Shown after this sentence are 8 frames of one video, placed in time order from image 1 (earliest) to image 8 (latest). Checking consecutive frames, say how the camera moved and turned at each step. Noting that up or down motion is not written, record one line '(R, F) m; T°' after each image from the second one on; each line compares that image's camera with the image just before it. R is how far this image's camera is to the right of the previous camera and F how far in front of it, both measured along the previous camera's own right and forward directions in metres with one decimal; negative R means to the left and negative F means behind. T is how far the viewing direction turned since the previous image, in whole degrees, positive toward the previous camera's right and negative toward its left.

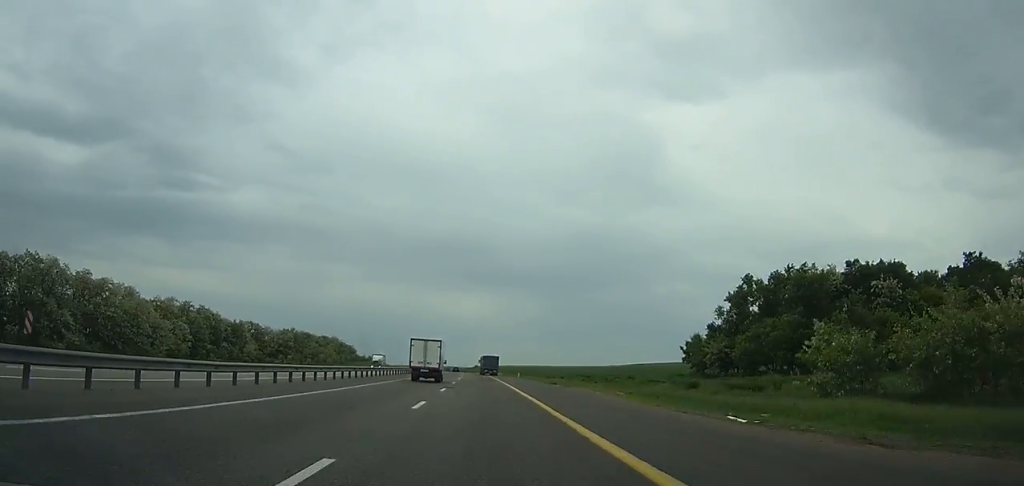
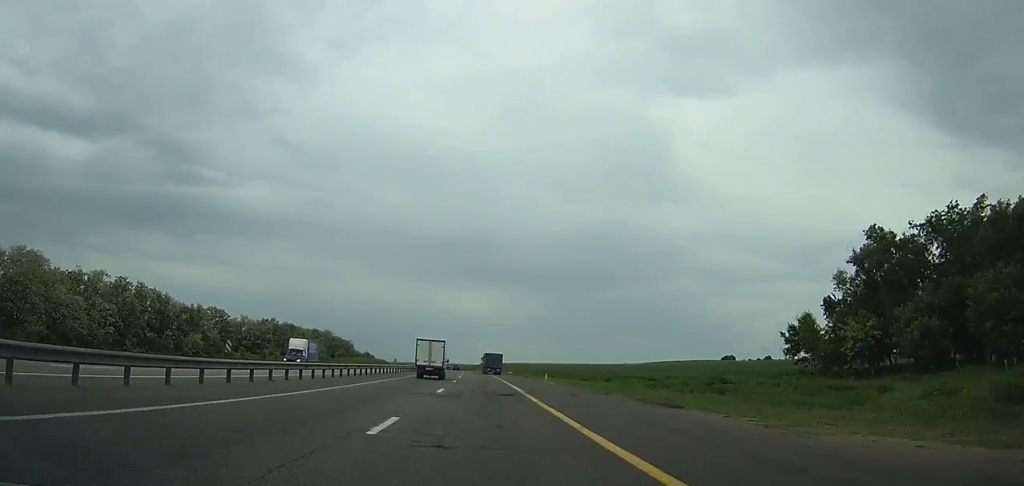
(-0.2, +30.3) m; 0°
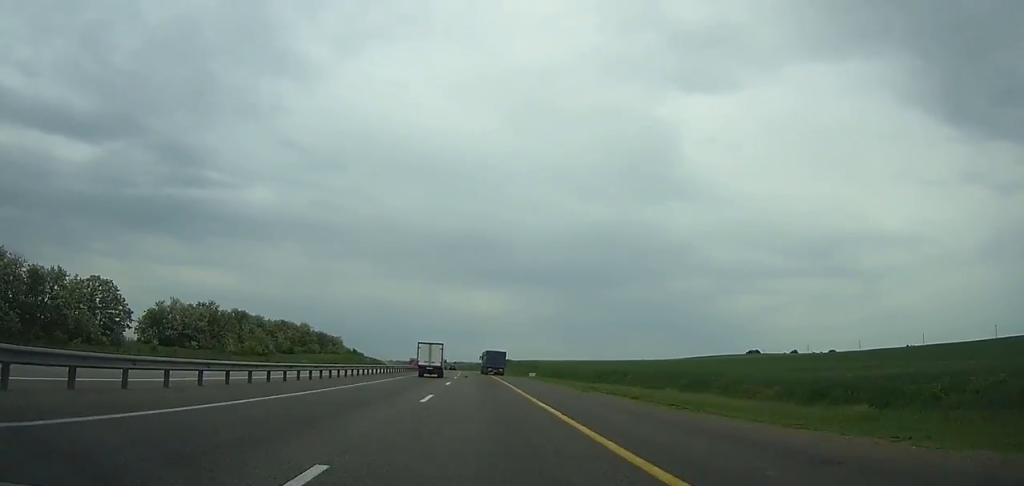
(-0.4, +54.0) m; -1°
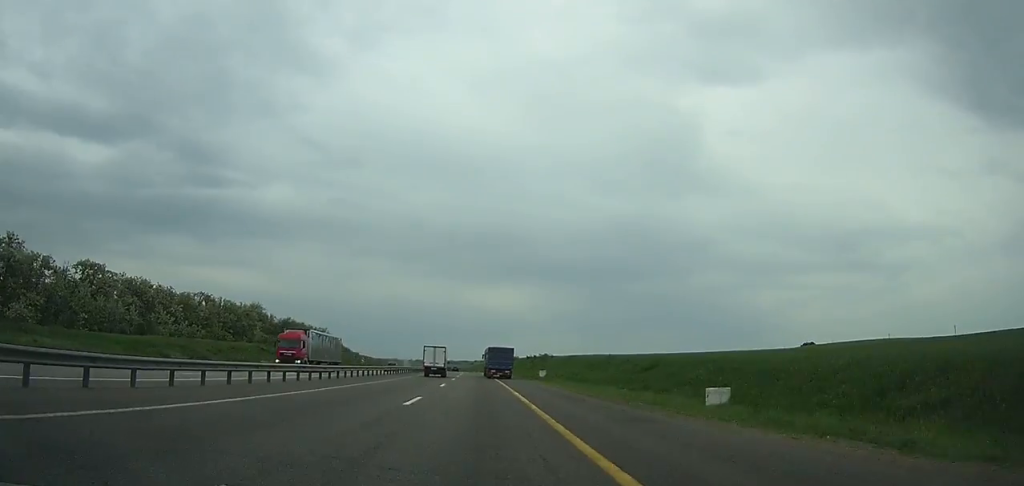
(-1.1, +81.0) m; -2°
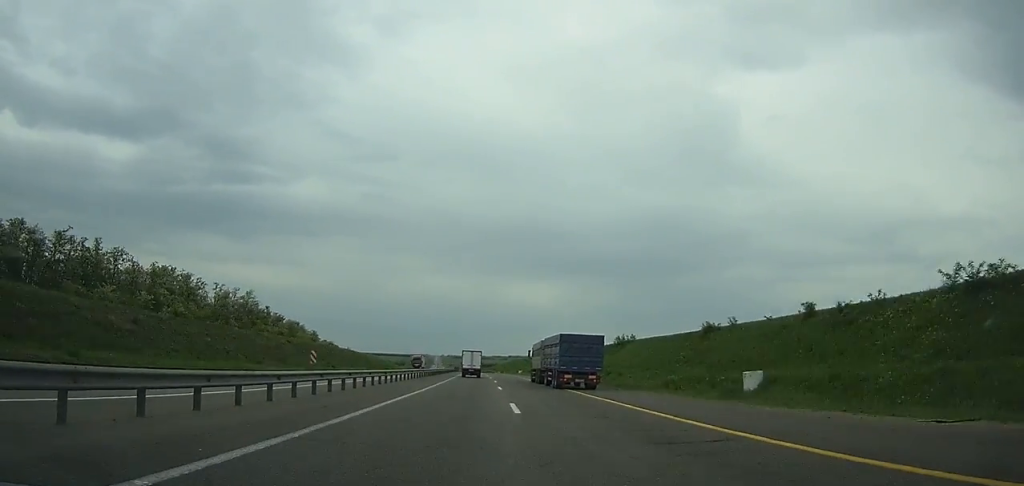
(-5.7, +148.2) m; -4°
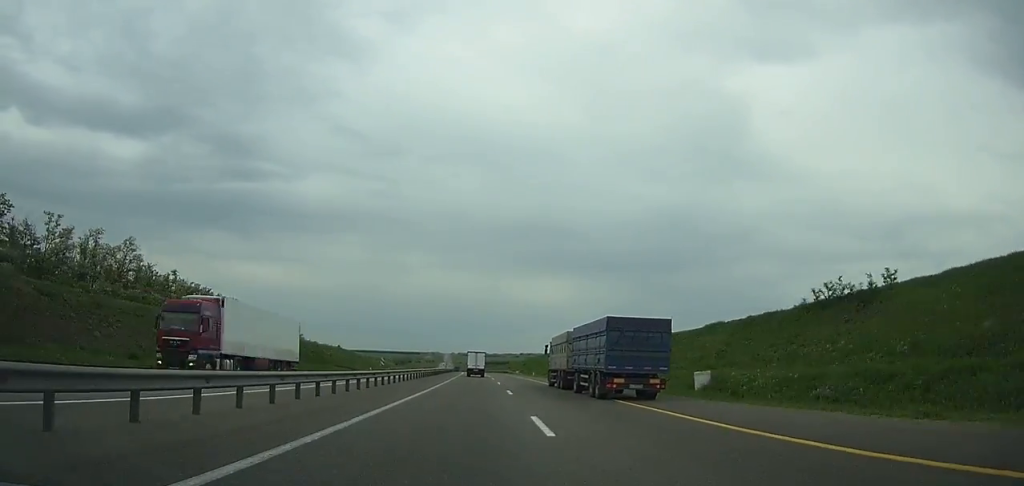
(-0.5, +71.4) m; -1°
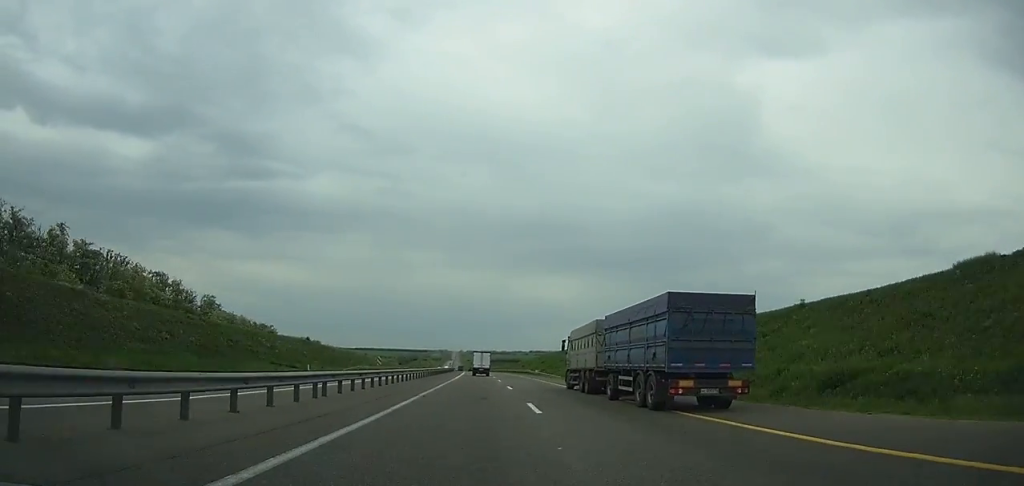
(+0.1, +43.4) m; 0°
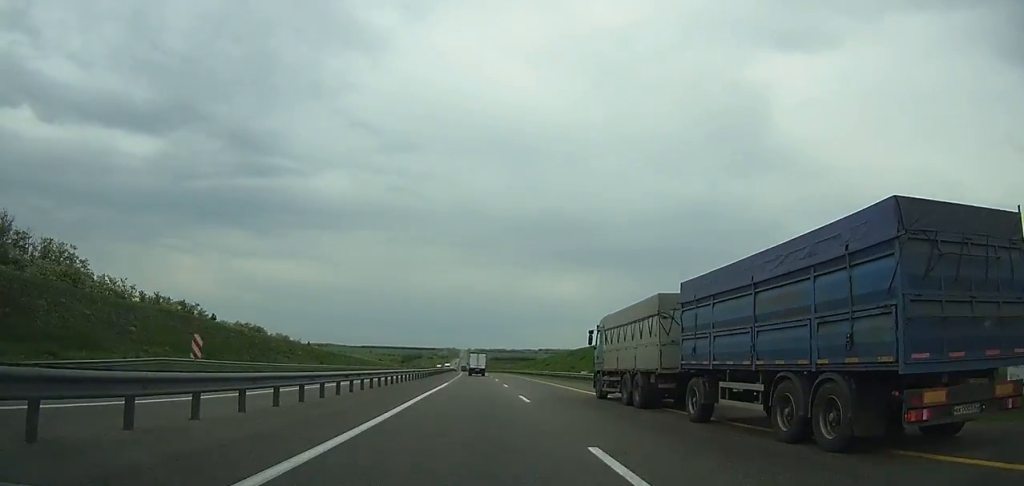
(-0.6, +56.5) m; -1°
